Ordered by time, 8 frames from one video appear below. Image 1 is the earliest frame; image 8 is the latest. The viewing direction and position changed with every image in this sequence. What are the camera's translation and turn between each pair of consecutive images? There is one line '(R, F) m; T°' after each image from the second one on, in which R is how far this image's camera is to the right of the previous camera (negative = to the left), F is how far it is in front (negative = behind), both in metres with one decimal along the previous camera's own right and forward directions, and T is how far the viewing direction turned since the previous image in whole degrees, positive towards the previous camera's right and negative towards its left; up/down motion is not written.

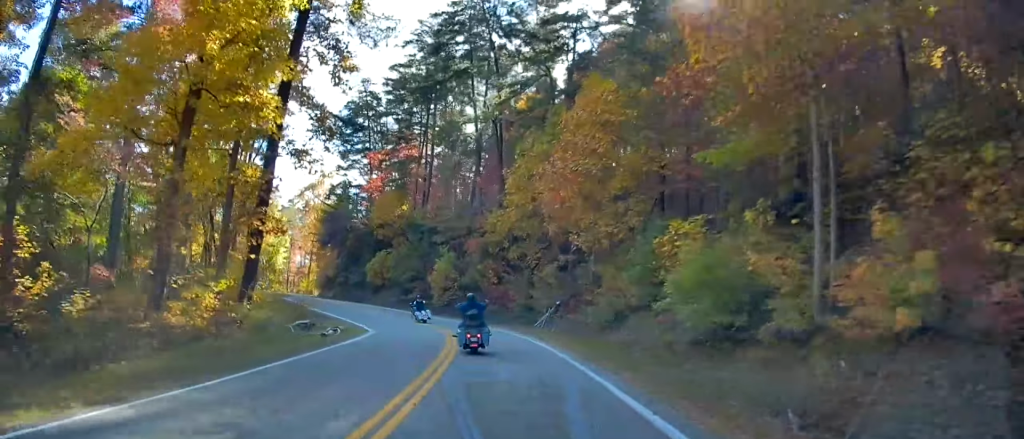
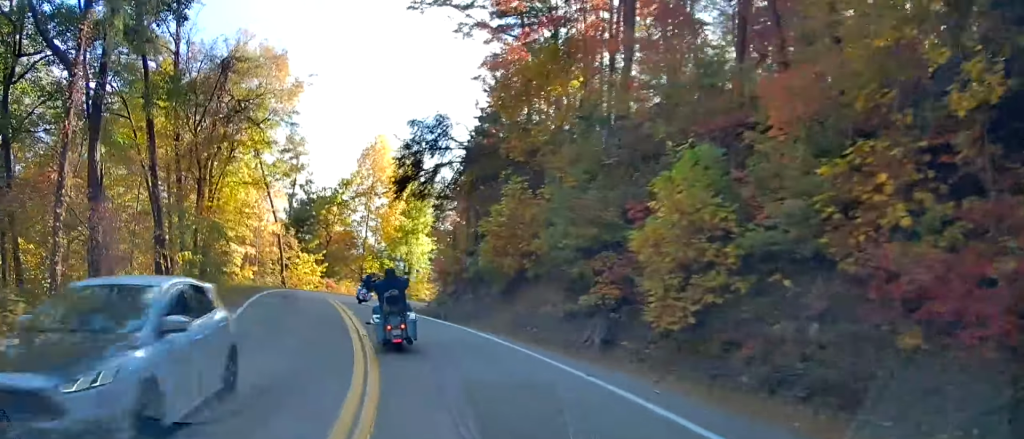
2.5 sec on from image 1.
(-5.2, +34.4) m; -22°
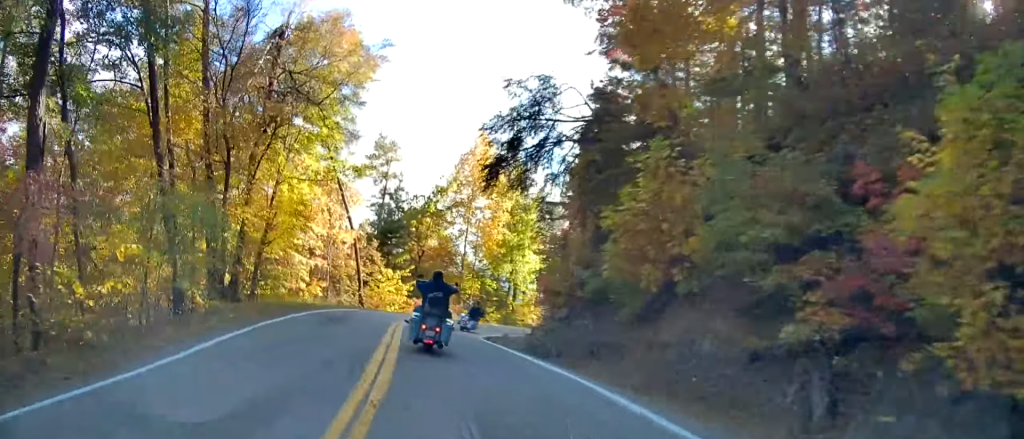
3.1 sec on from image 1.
(-0.6, +7.6) m; -7°
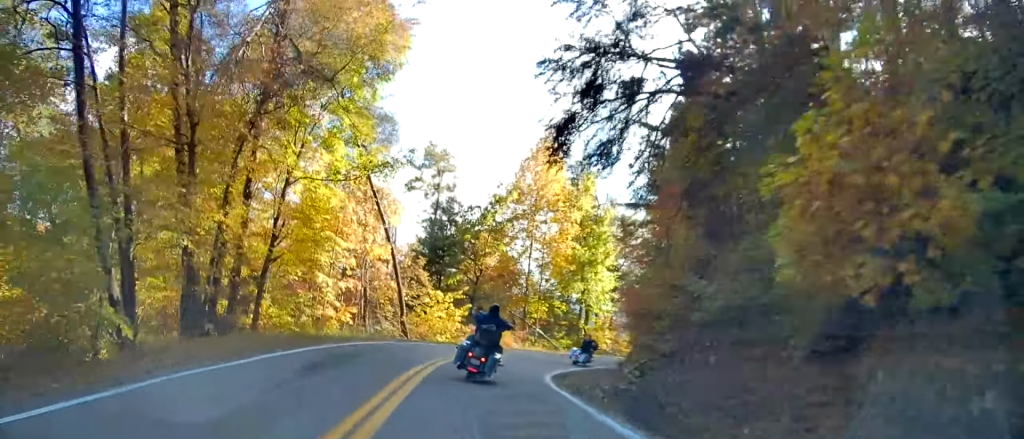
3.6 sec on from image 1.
(-0.8, +7.1) m; -6°
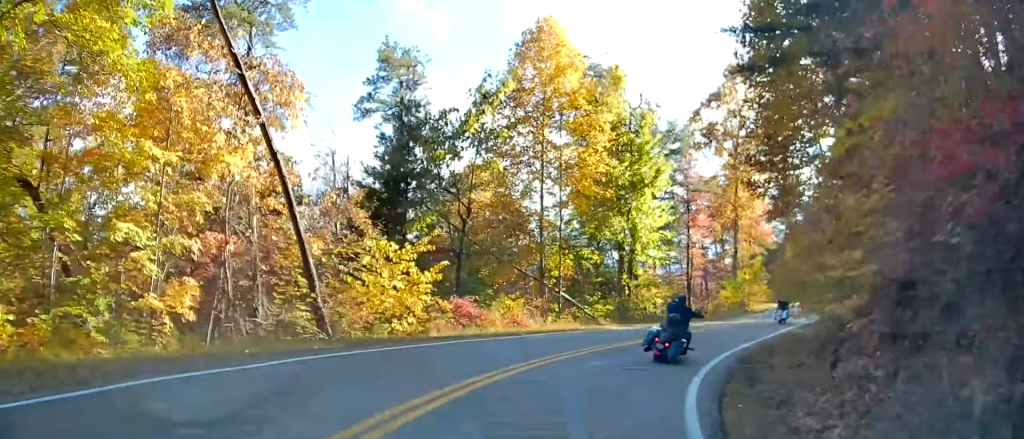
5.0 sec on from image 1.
(+0.6, +16.8) m; +10°
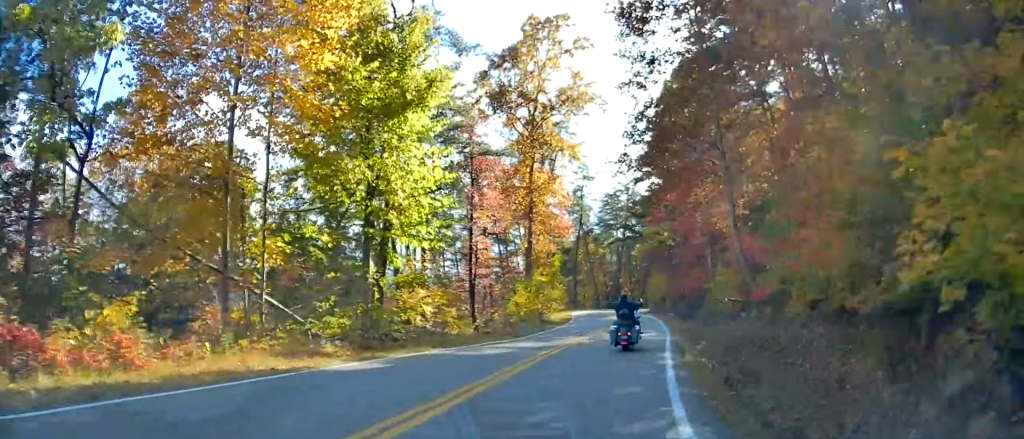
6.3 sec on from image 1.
(+1.9, +15.0) m; +12°
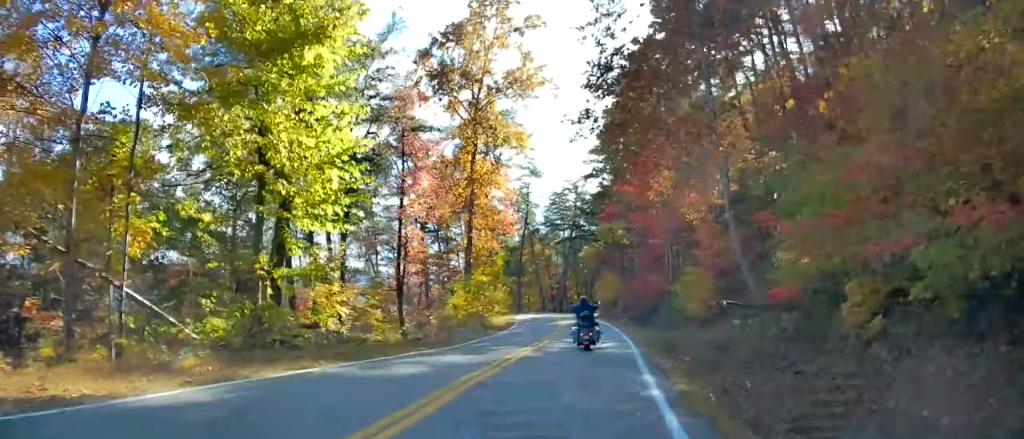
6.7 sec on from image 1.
(-0.1, +5.1) m; +3°
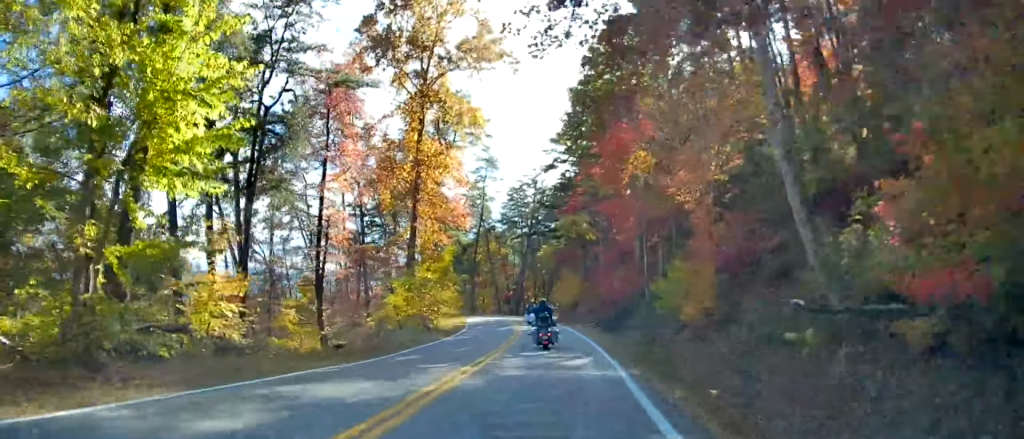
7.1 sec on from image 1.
(+0.4, +6.3) m; +2°
